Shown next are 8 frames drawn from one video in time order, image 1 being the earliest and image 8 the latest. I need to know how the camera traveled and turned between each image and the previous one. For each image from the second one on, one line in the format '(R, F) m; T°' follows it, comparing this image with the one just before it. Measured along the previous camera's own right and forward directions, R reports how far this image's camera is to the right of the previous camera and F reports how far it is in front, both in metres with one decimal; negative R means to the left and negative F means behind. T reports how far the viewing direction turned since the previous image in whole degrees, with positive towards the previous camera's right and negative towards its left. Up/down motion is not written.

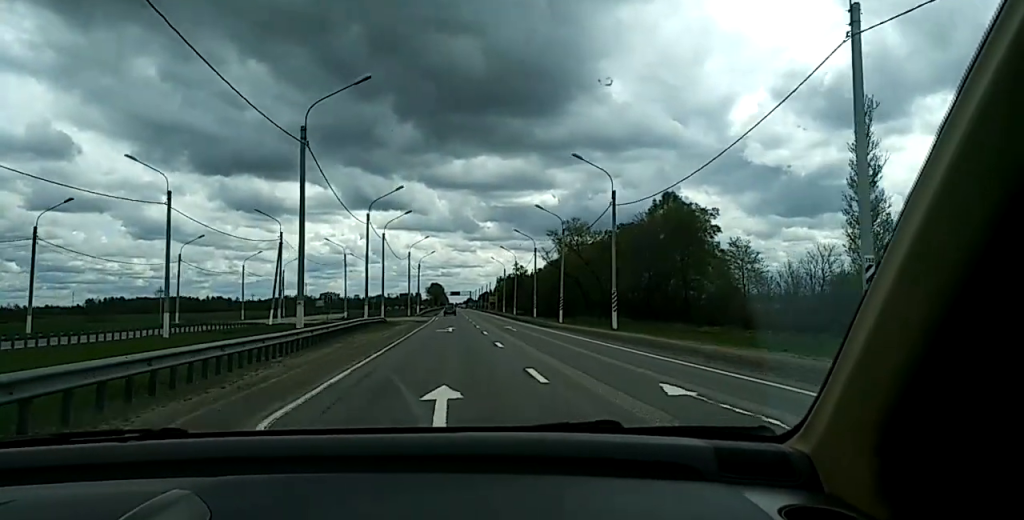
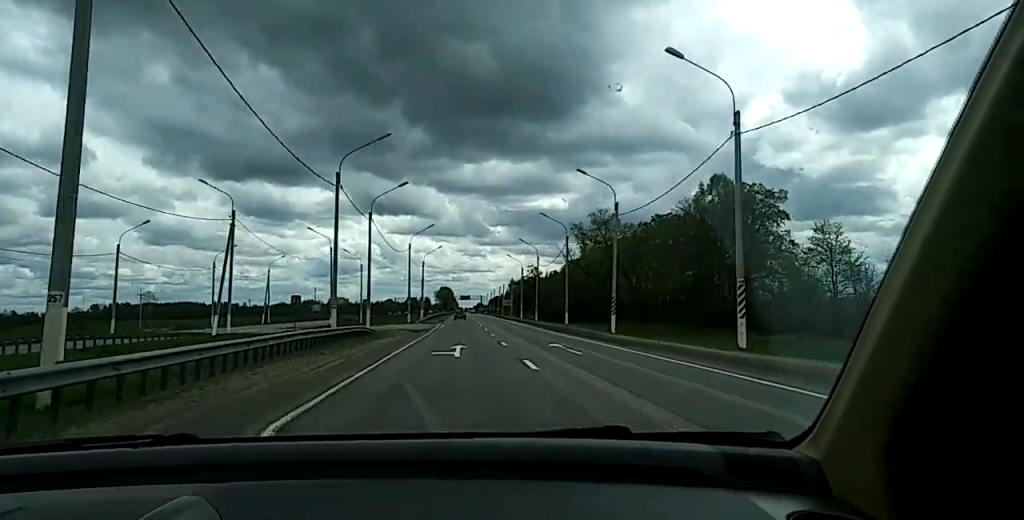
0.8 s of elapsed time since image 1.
(+0.1, +19.7) m; 0°
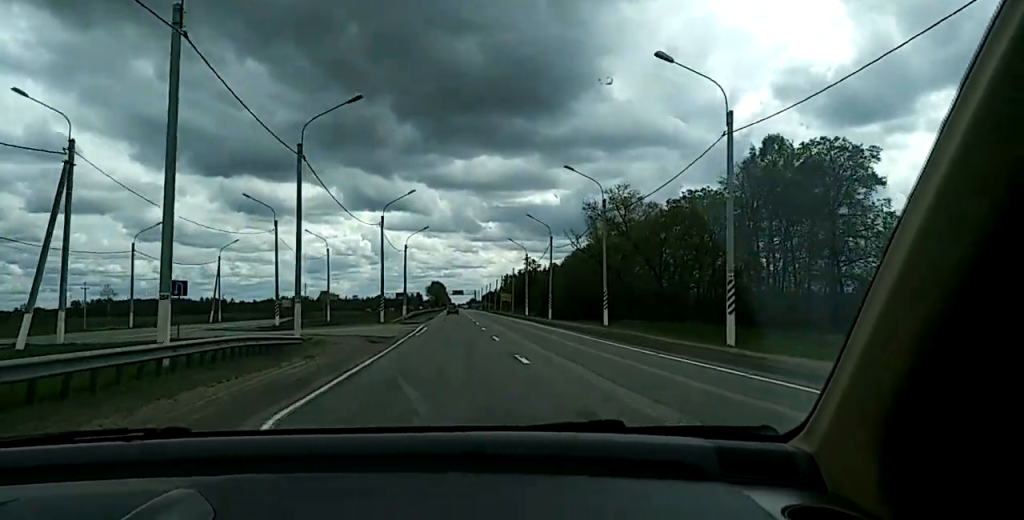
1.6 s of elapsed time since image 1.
(-0.1, +23.2) m; 0°
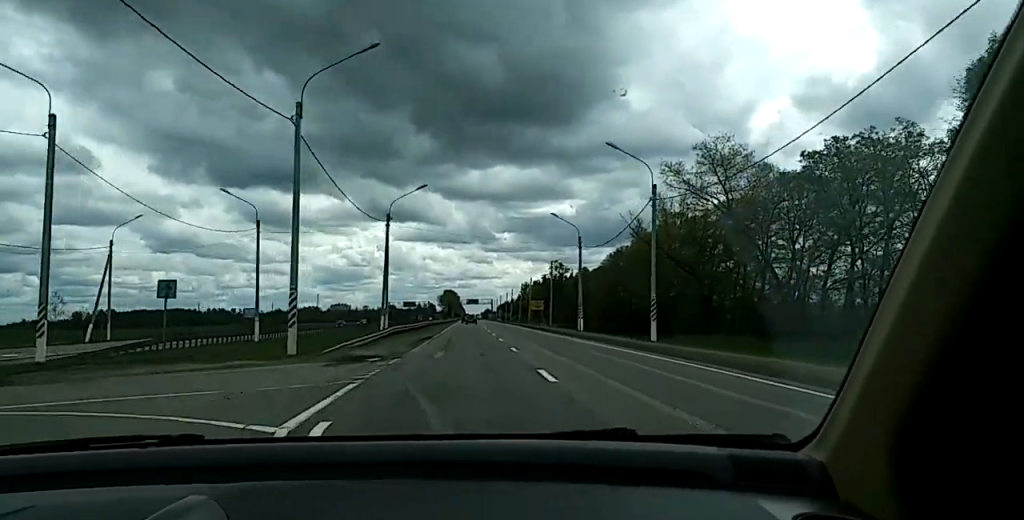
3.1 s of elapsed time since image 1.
(0.0, +39.9) m; 0°
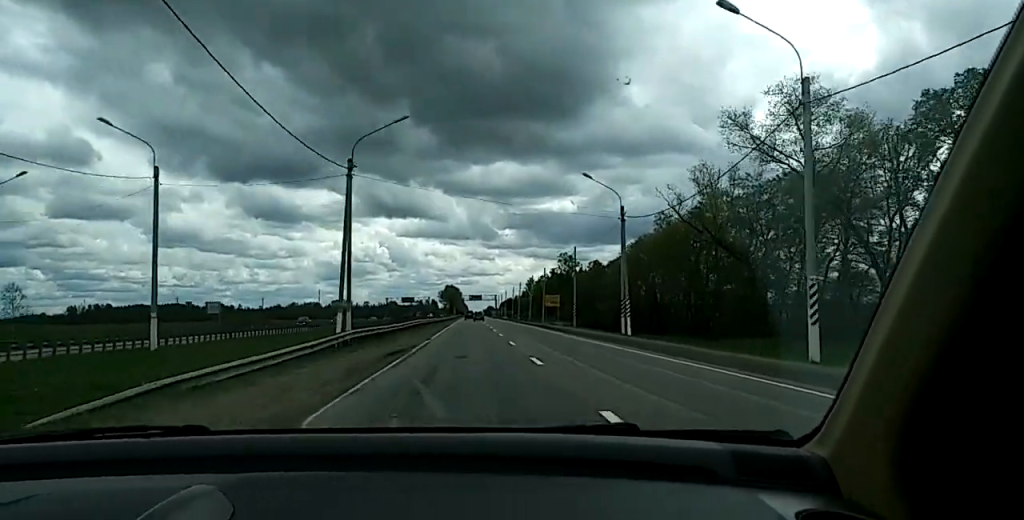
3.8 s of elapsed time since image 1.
(+0.1, +19.7) m; 0°
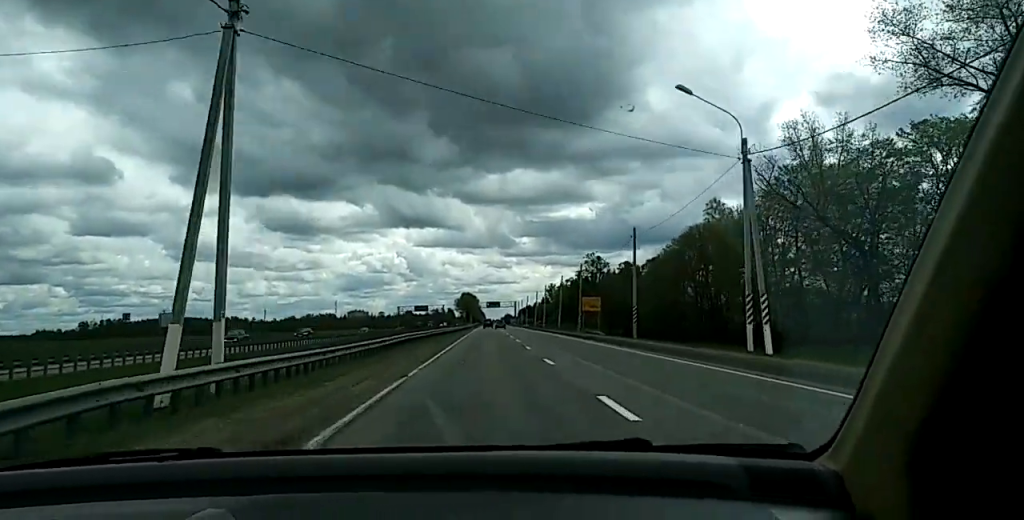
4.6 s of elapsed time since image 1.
(0.0, +20.9) m; 0°
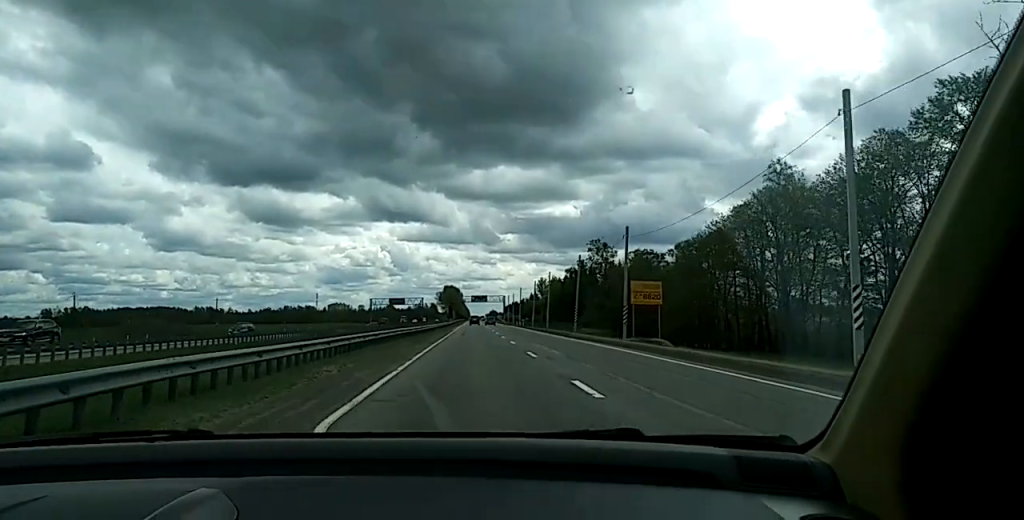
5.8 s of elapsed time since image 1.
(0.0, +34.3) m; 0°
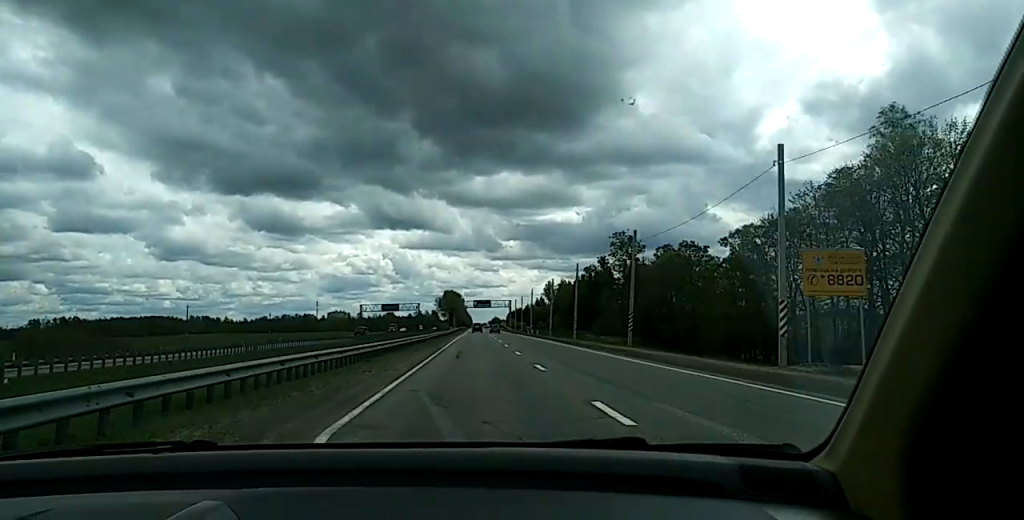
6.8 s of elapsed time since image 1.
(0.0, +26.6) m; 0°
